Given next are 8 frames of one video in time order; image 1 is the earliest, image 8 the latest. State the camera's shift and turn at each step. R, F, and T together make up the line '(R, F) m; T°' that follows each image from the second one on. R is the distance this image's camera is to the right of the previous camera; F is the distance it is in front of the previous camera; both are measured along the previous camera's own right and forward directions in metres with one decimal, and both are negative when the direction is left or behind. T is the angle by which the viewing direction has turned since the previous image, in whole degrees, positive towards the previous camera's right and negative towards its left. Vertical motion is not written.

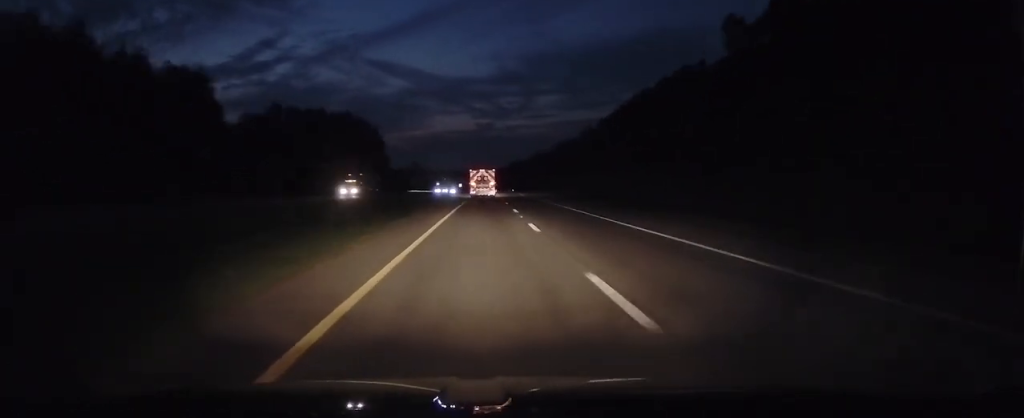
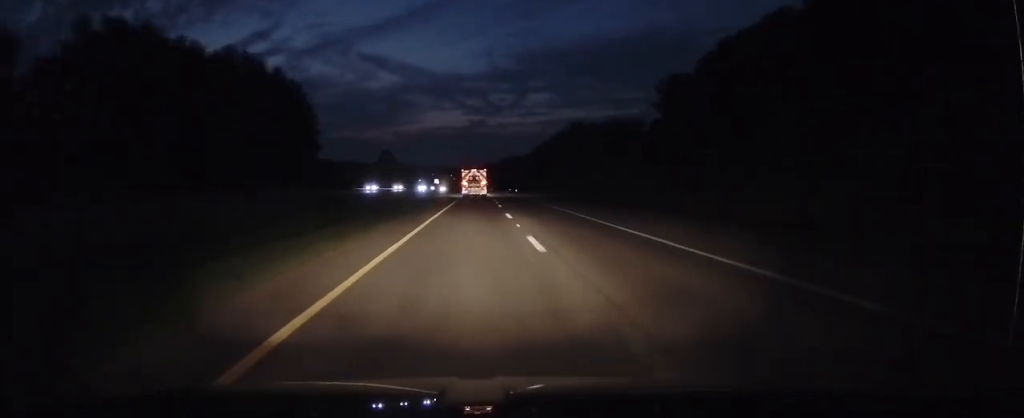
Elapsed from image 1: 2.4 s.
(+0.7, +77.0) m; 0°
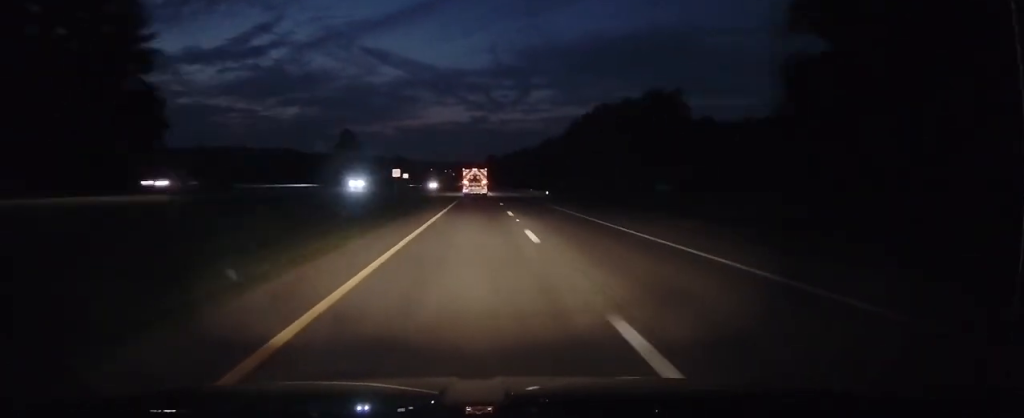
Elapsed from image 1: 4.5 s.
(+0.2, +70.0) m; 0°
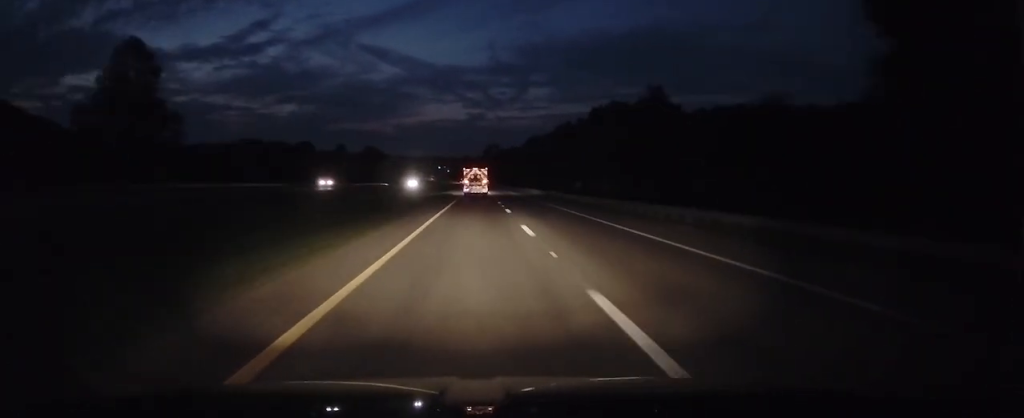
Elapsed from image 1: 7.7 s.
(-0.4, +108.9) m; 0°
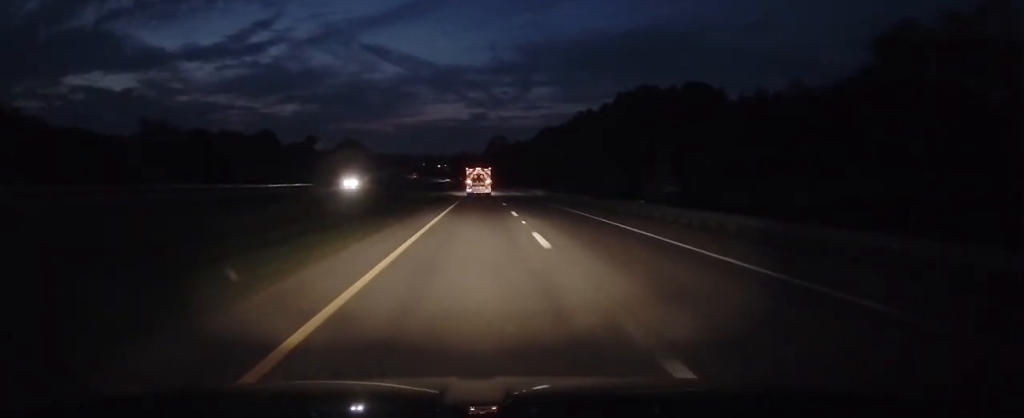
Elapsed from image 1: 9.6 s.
(+0.2, +64.5) m; -1°
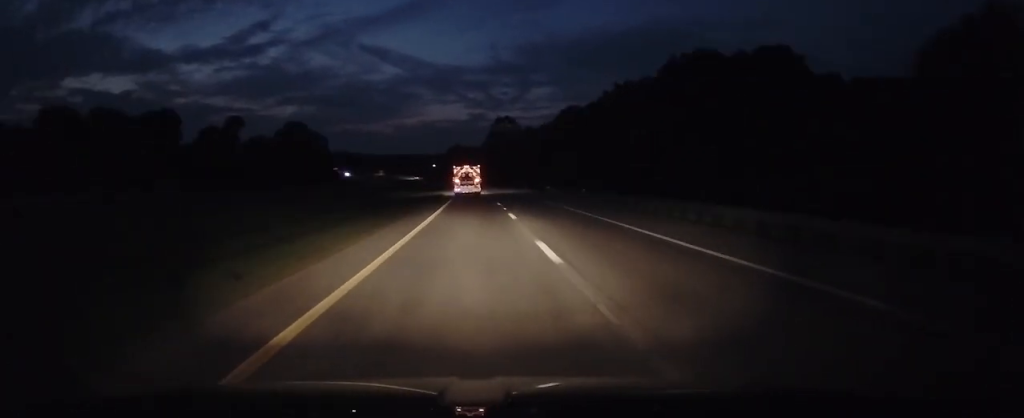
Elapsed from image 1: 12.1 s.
(+0.5, +87.6) m; -1°
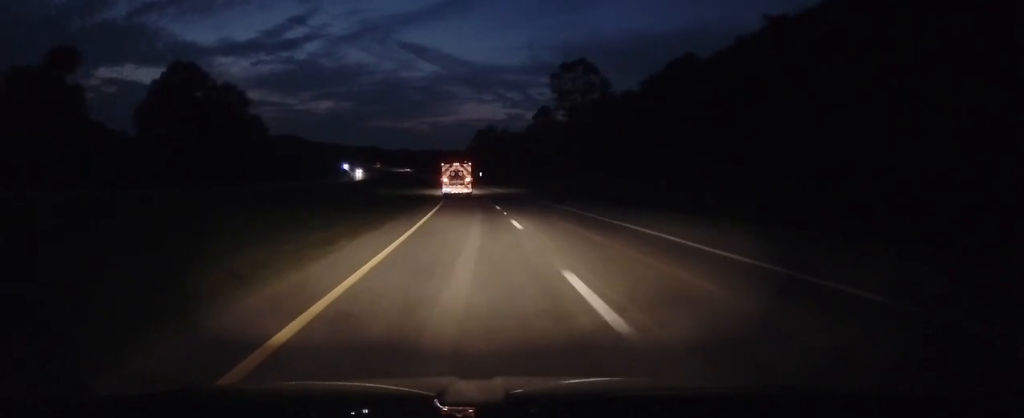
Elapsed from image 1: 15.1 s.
(-2.2, +101.6) m; -4°
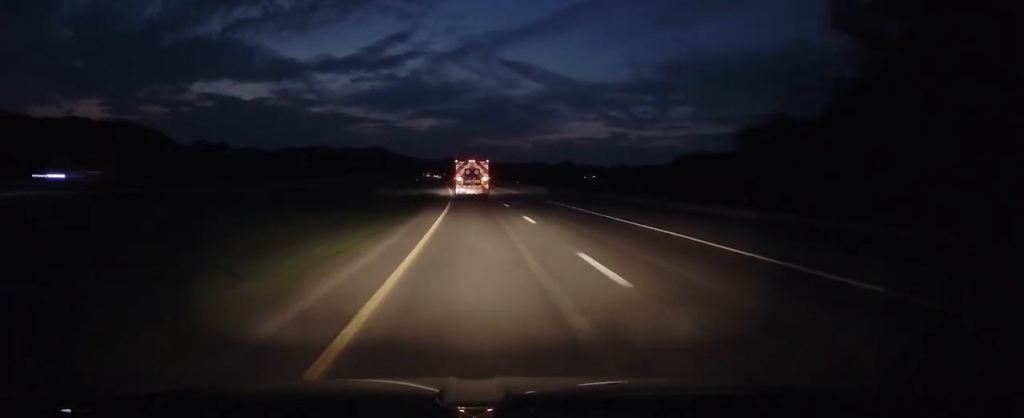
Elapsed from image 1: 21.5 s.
(-22.7, +224.1) m; -10°
